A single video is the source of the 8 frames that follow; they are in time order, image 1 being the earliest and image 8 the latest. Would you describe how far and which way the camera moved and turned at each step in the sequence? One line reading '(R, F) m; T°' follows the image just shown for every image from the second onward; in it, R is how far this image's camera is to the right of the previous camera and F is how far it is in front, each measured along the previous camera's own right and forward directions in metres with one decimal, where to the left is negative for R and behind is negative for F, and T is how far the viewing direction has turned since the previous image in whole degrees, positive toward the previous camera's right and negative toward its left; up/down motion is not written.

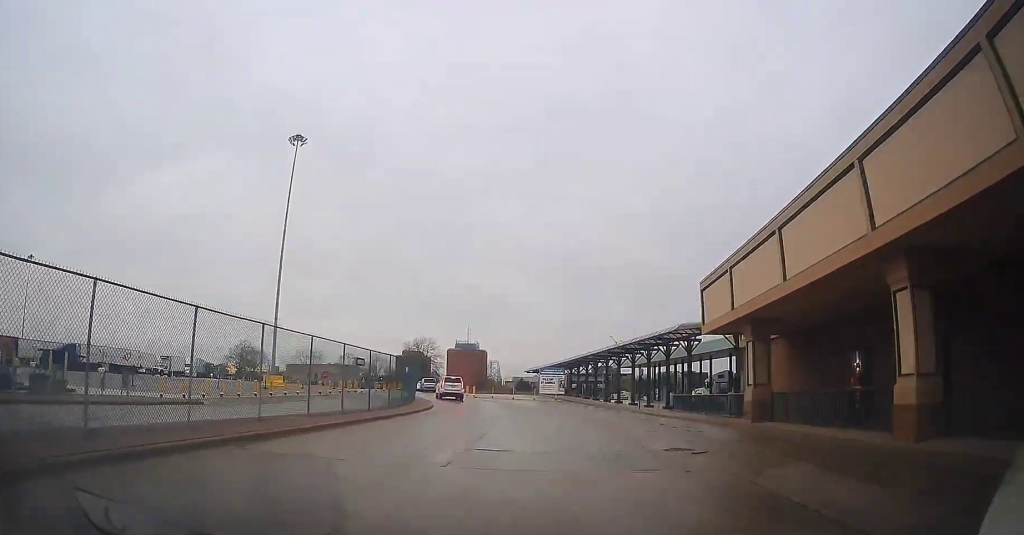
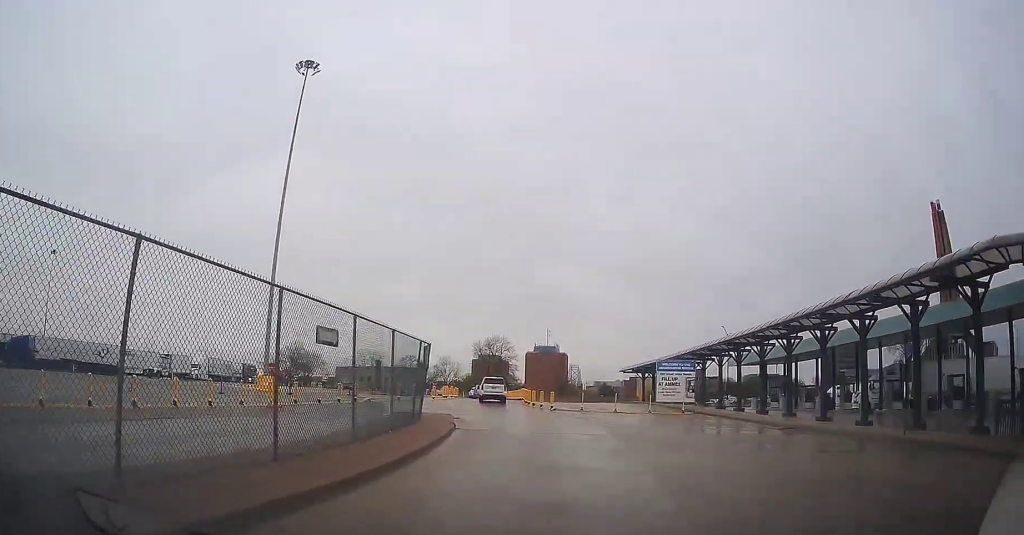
(-1.0, +22.9) m; -6°
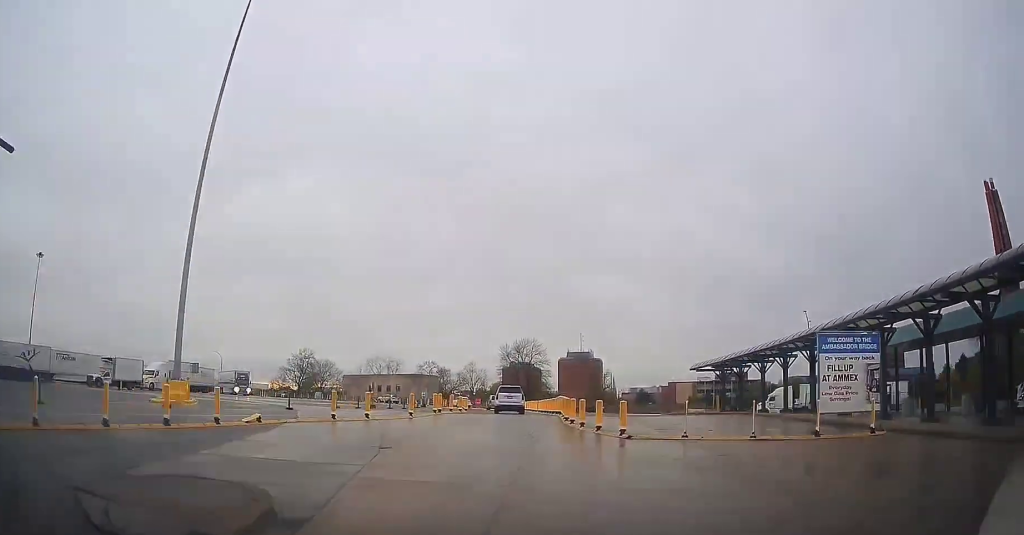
(-1.3, +19.5) m; -4°
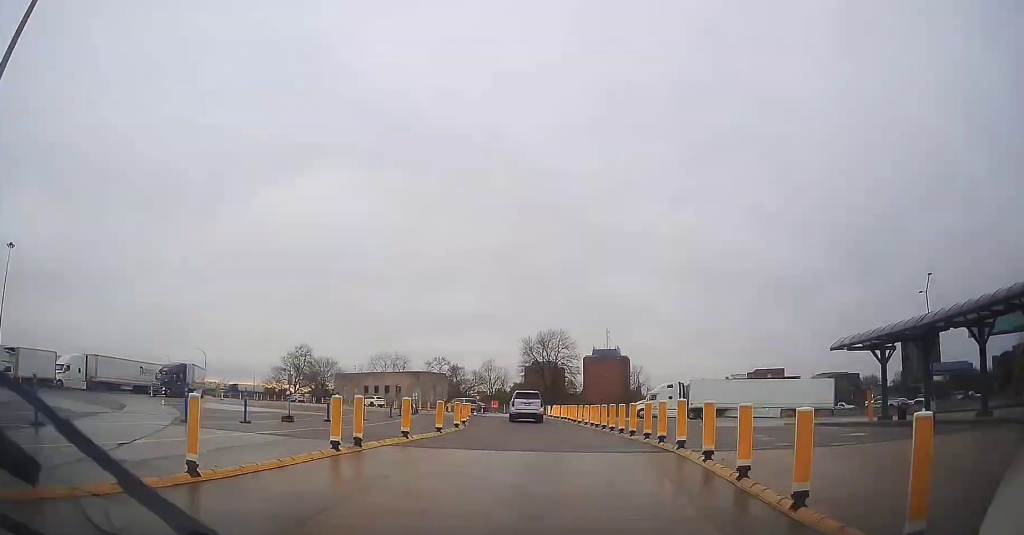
(-0.1, +20.2) m; 0°
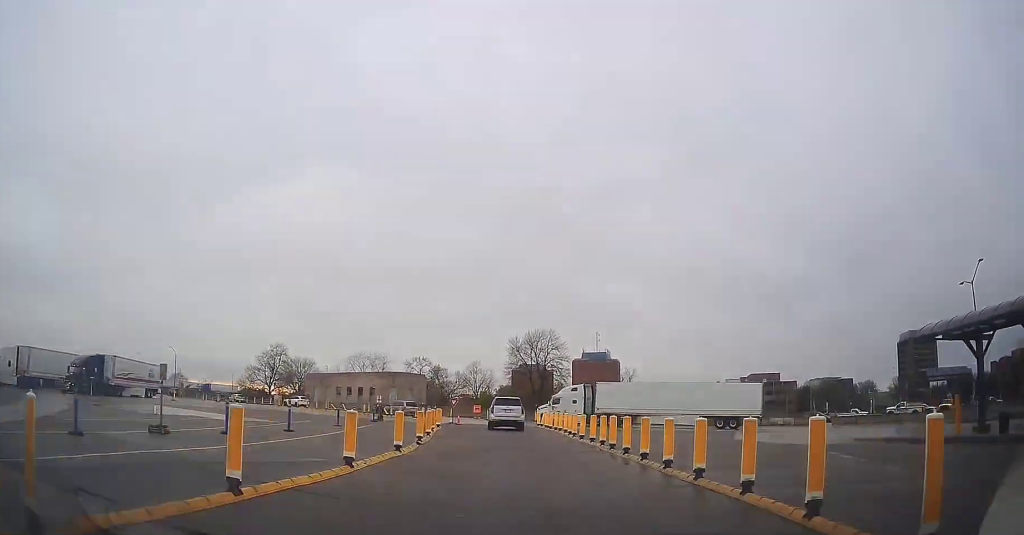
(+0.1, +8.3) m; 0°
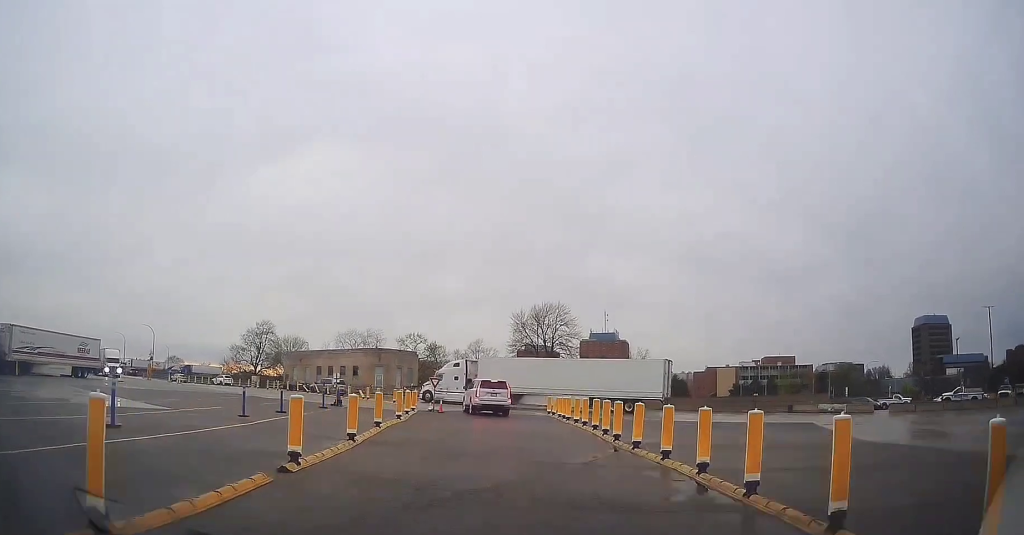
(0.0, +10.8) m; -1°
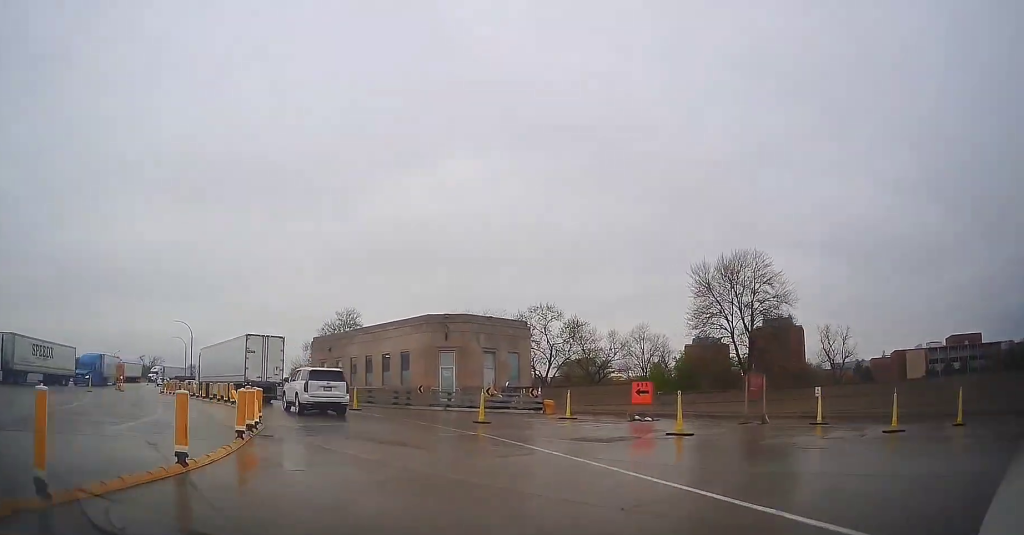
(-4.3, +38.6) m; -23°
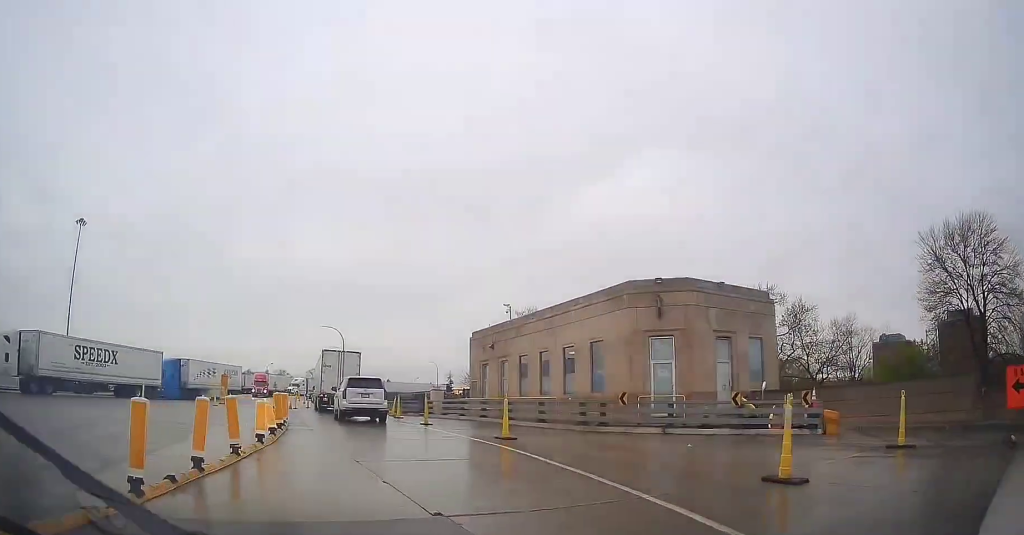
(-1.3, +12.7) m; -17°
